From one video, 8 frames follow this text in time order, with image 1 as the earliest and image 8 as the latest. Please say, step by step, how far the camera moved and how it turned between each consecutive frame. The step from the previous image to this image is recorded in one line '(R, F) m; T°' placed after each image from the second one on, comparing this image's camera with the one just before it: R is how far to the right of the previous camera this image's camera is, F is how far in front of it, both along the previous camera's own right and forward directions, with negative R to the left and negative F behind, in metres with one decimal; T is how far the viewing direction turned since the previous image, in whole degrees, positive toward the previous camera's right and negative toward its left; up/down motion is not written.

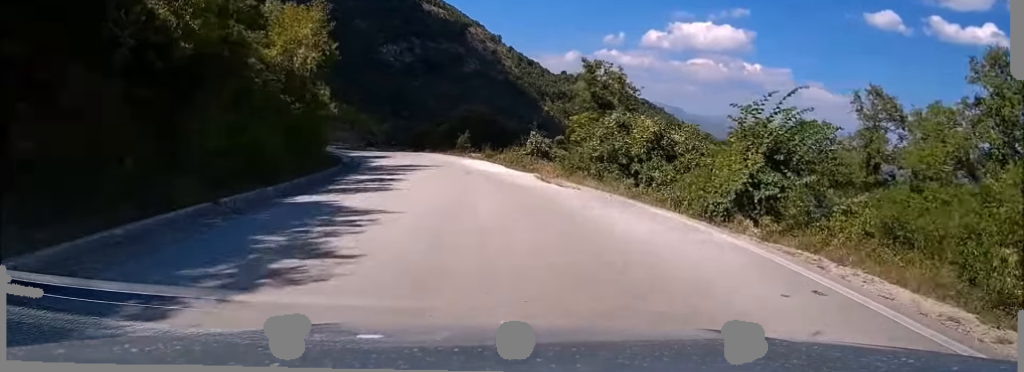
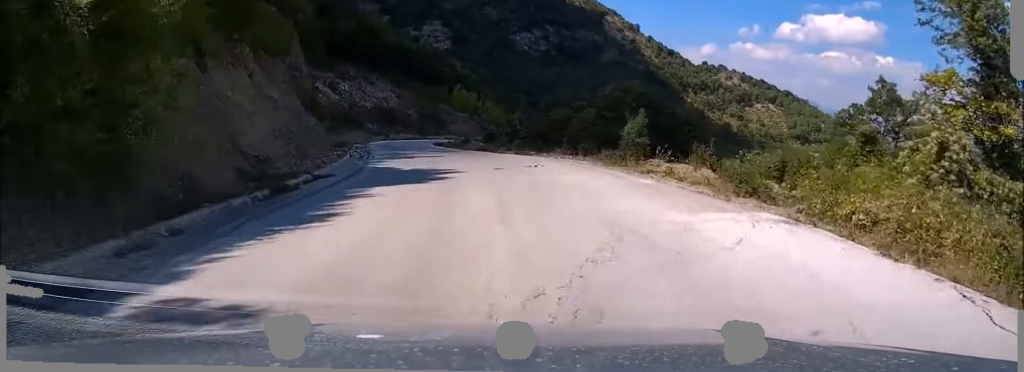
(-3.6, +33.4) m; -12°
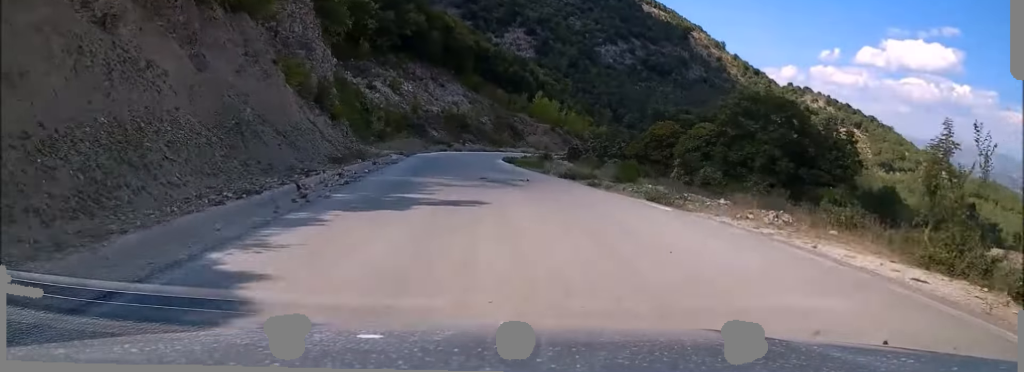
(-1.1, +17.8) m; -6°
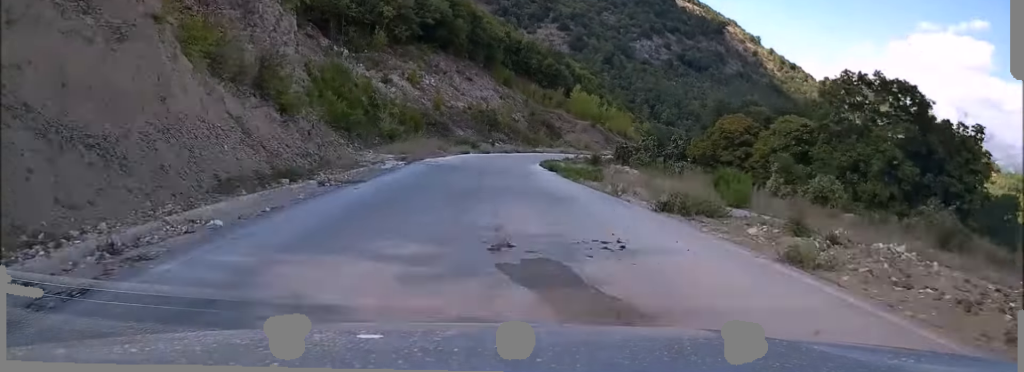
(-0.6, +13.9) m; -2°
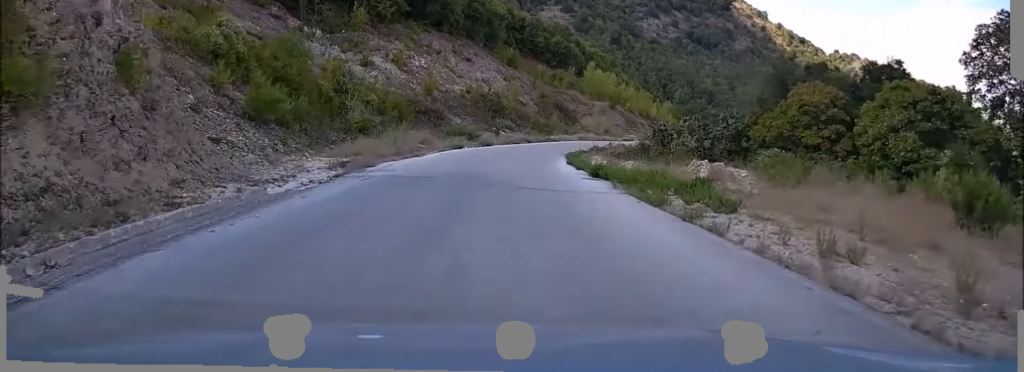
(-0.4, +17.2) m; 0°
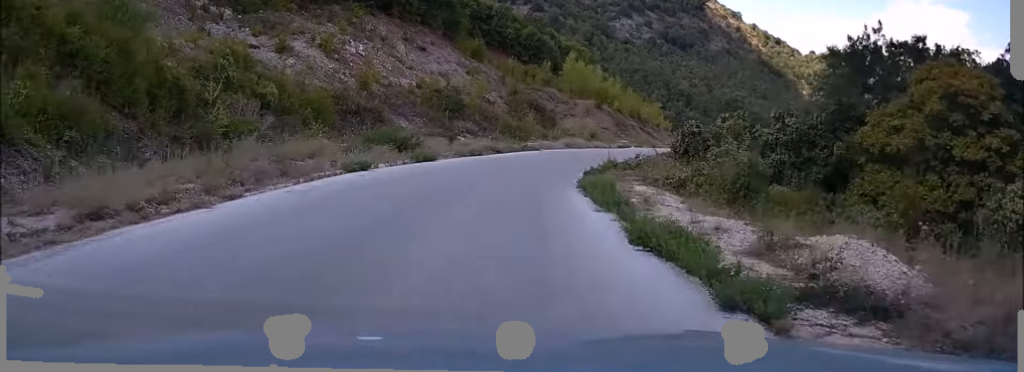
(+0.3, +19.9) m; +3°
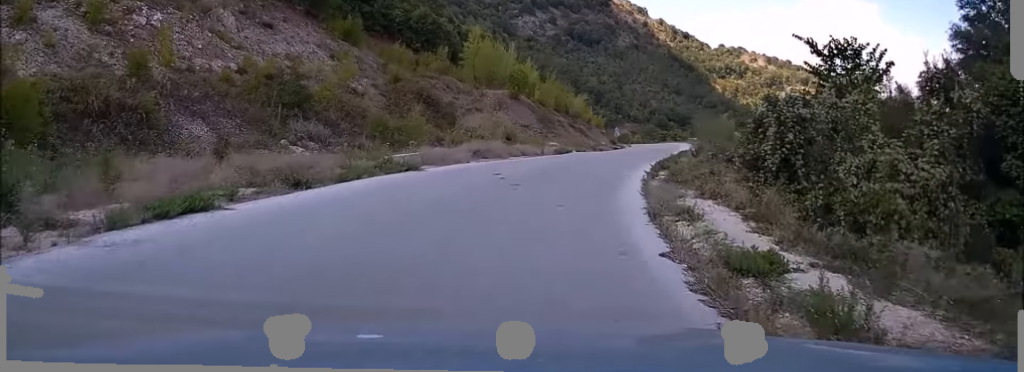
(+1.9, +27.4) m; +12°
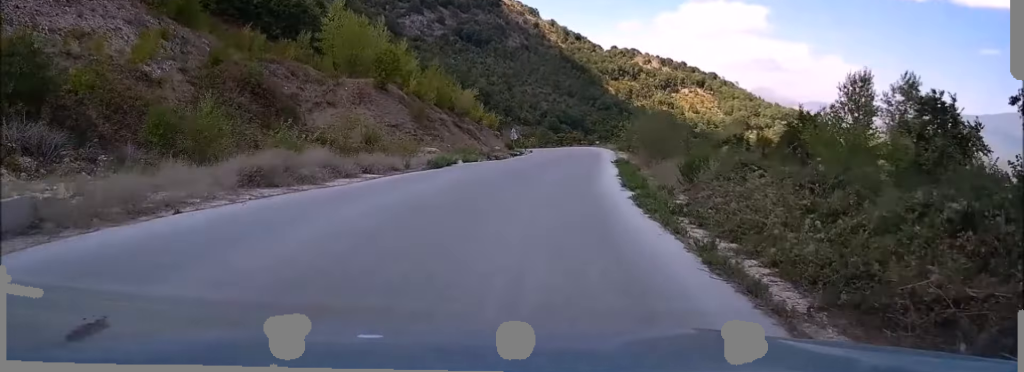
(+1.5, +16.6) m; +10°
